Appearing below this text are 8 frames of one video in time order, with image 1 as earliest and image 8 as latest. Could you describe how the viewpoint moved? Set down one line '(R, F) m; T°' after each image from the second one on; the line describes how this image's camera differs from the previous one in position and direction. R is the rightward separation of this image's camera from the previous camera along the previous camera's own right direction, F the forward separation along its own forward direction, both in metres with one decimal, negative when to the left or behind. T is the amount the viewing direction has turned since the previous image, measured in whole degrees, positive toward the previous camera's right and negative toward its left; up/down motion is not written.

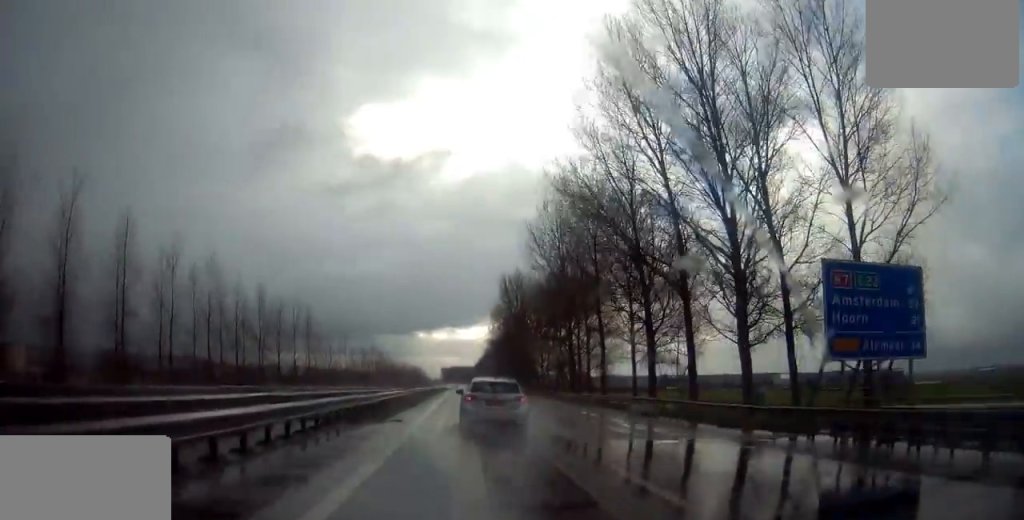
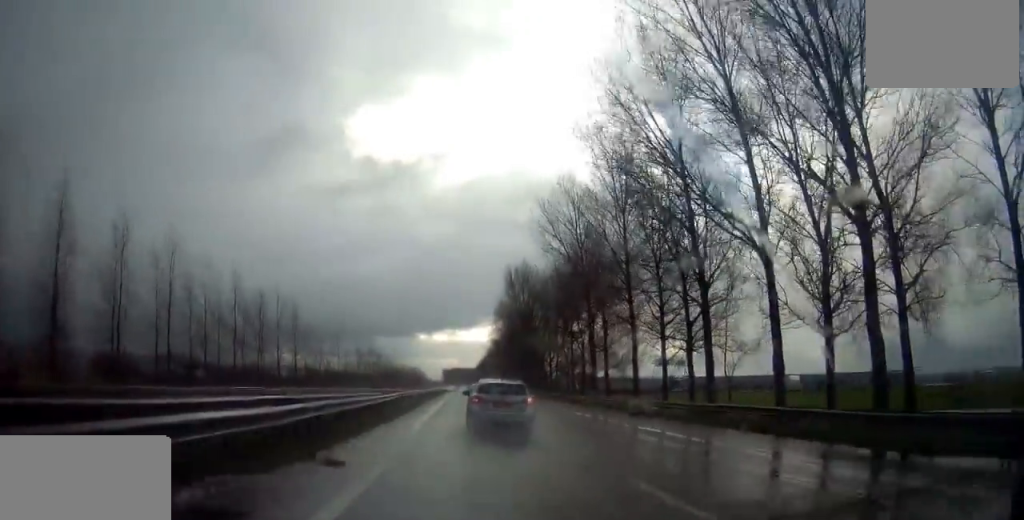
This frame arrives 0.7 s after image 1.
(+0.1, +10.7) m; -1°
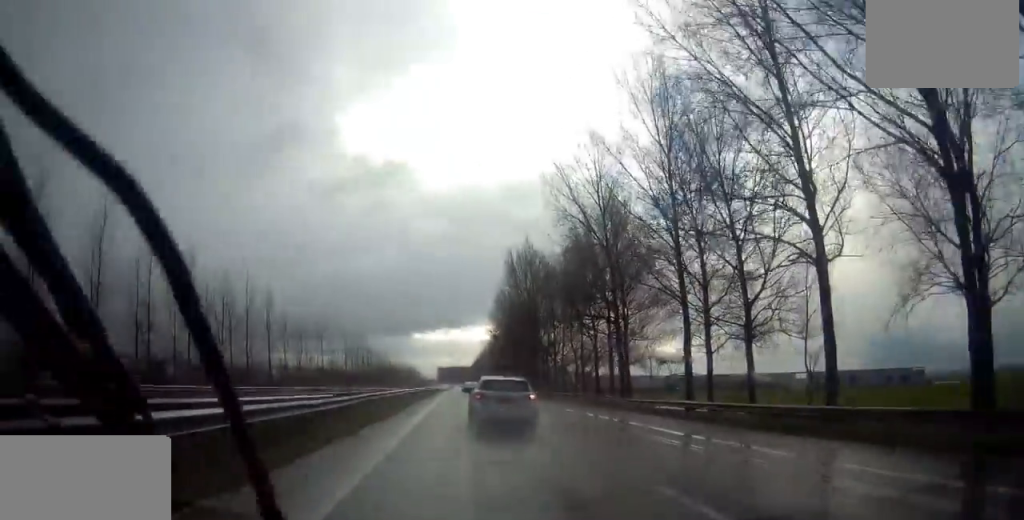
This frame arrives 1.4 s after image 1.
(-0.2, +12.5) m; -1°
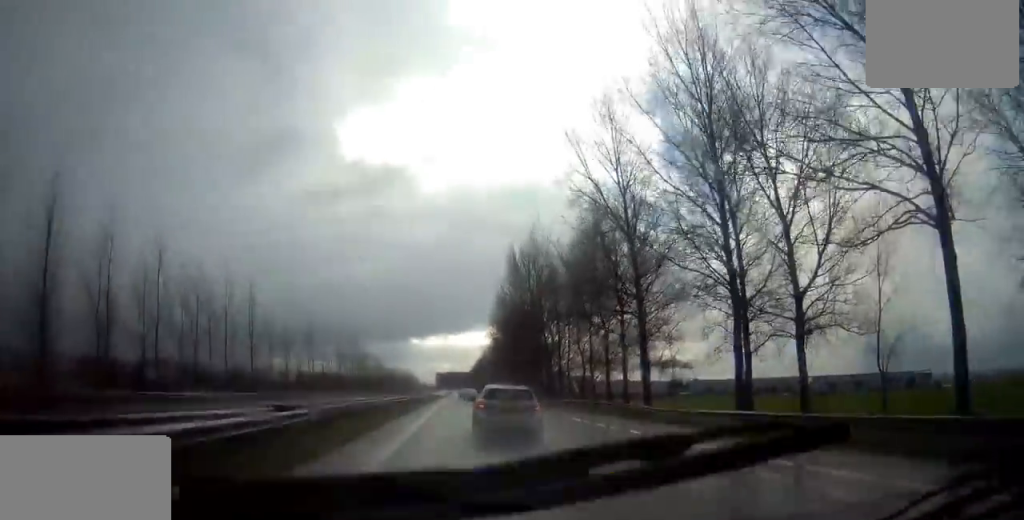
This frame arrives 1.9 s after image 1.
(-0.2, +7.1) m; 0°
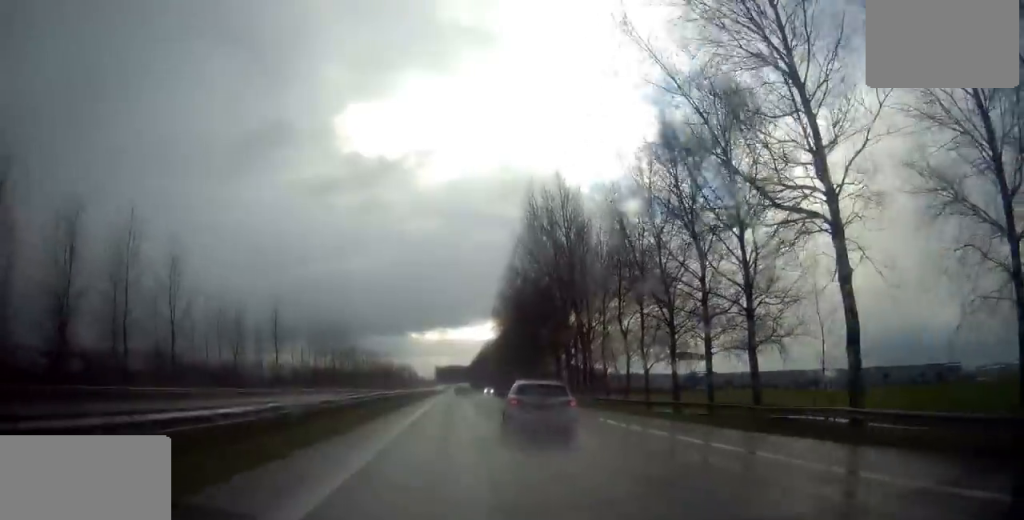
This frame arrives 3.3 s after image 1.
(+0.3, +23.9) m; 0°
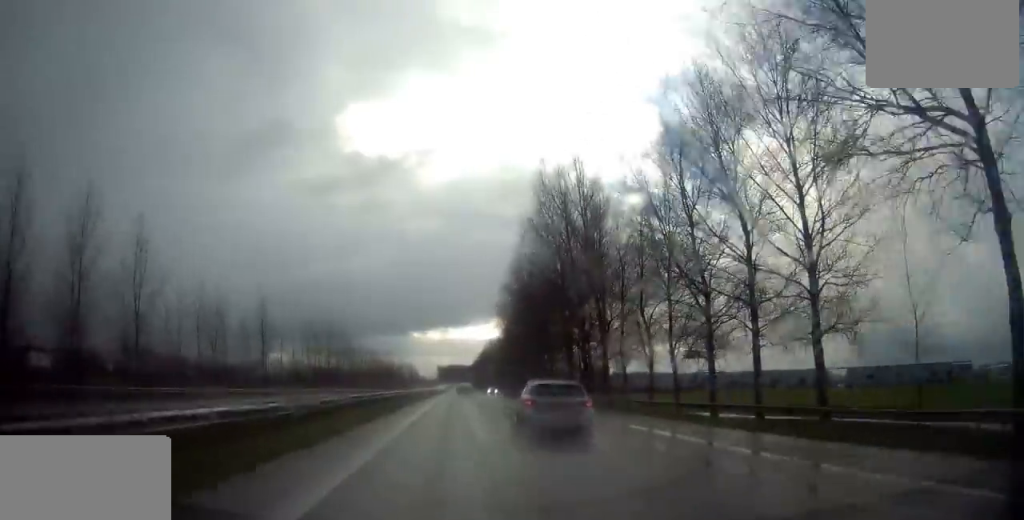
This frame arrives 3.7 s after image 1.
(-0.3, +7.7) m; 0°
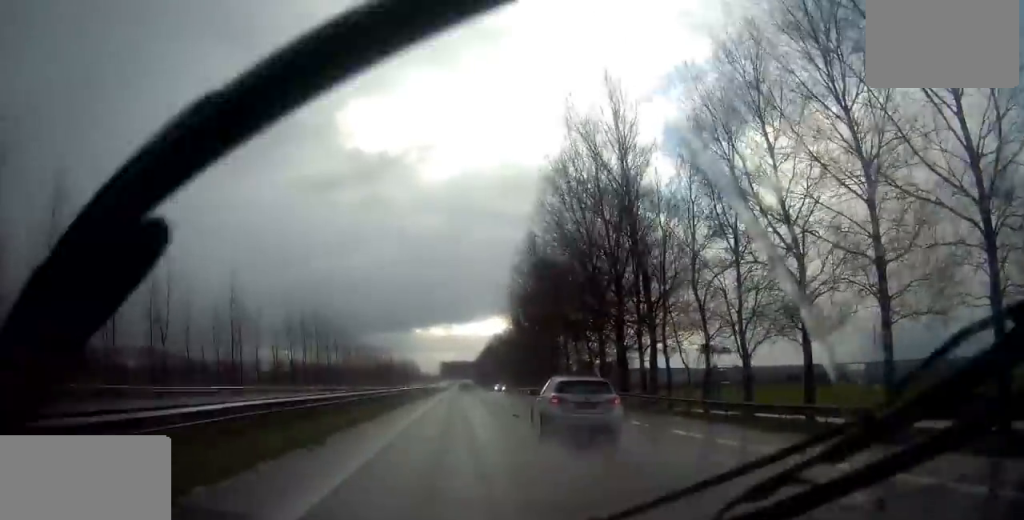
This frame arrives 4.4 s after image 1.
(+0.2, +13.6) m; 0°
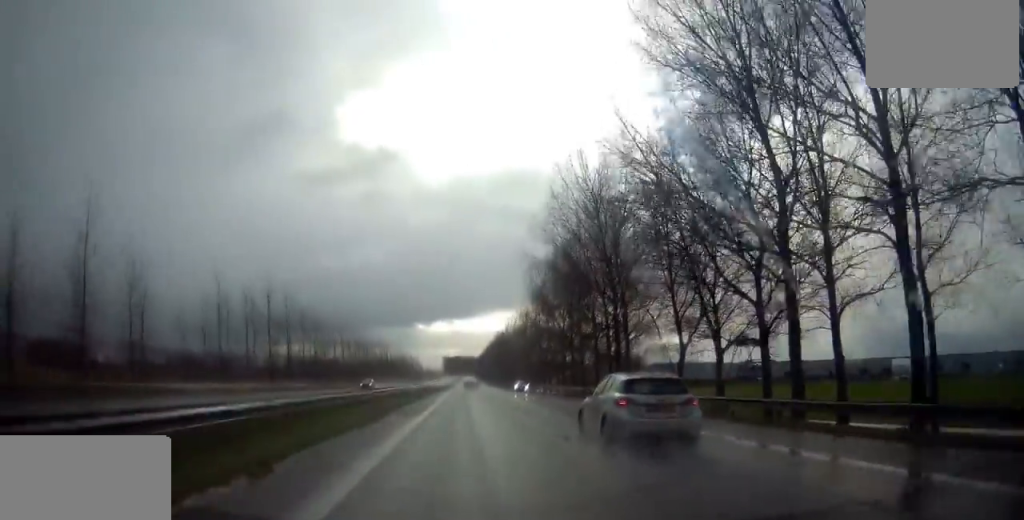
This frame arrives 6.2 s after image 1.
(-0.3, +33.8) m; -1°
